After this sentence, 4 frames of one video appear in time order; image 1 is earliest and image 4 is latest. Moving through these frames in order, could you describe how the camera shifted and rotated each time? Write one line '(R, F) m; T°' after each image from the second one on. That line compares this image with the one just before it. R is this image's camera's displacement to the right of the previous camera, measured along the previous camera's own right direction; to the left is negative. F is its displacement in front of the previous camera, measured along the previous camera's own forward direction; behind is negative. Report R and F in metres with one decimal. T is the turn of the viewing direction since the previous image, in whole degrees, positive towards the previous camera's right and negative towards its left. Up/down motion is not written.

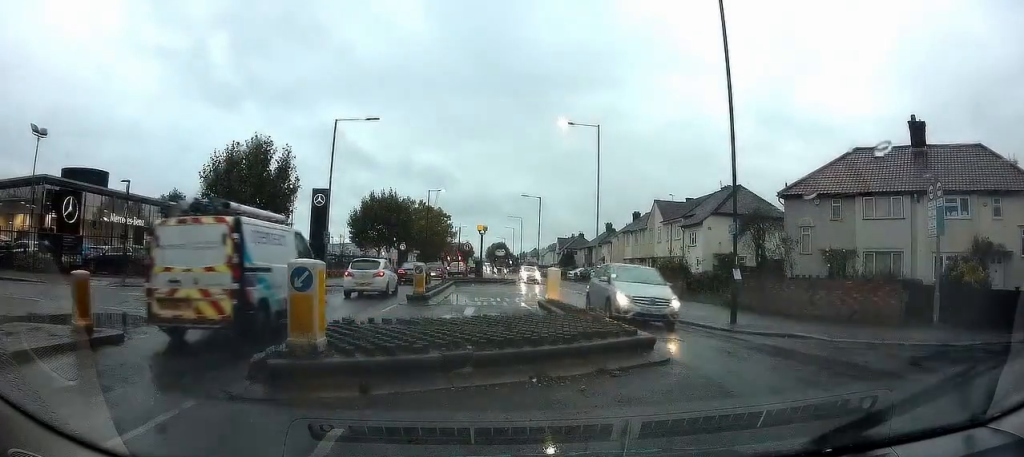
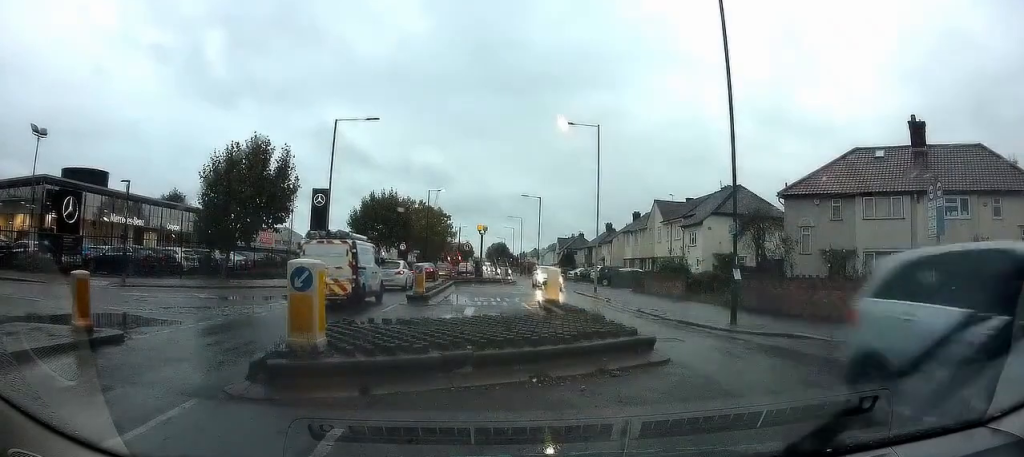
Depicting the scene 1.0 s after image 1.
(0.0, 0.0) m; 0°
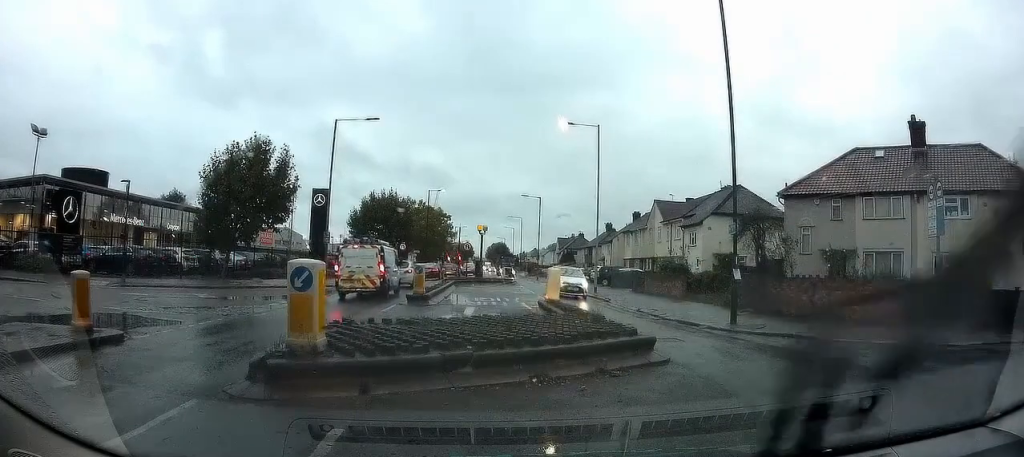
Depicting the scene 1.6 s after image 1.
(0.0, 0.0) m; 0°
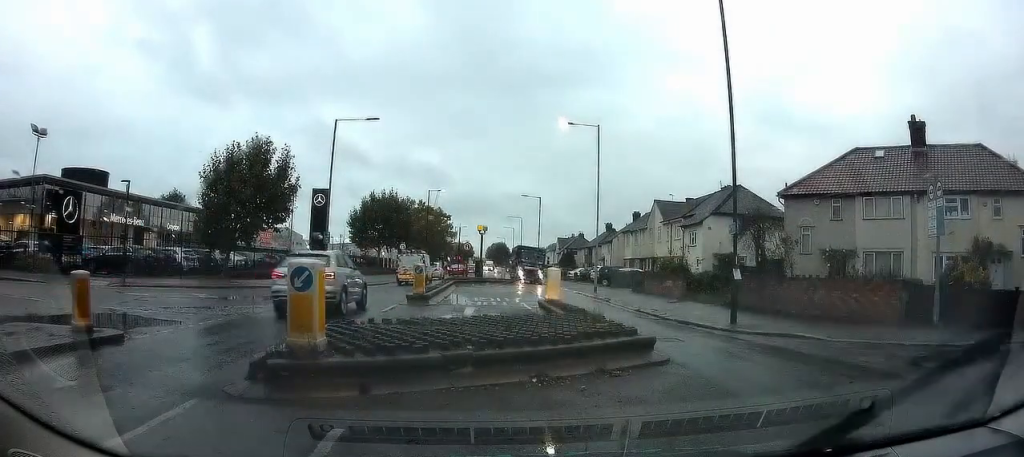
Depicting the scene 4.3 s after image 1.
(0.0, 0.0) m; 0°
